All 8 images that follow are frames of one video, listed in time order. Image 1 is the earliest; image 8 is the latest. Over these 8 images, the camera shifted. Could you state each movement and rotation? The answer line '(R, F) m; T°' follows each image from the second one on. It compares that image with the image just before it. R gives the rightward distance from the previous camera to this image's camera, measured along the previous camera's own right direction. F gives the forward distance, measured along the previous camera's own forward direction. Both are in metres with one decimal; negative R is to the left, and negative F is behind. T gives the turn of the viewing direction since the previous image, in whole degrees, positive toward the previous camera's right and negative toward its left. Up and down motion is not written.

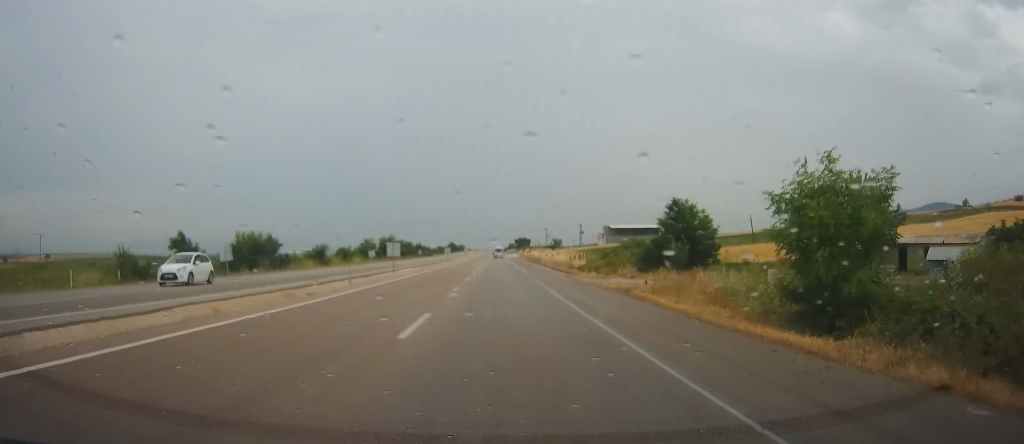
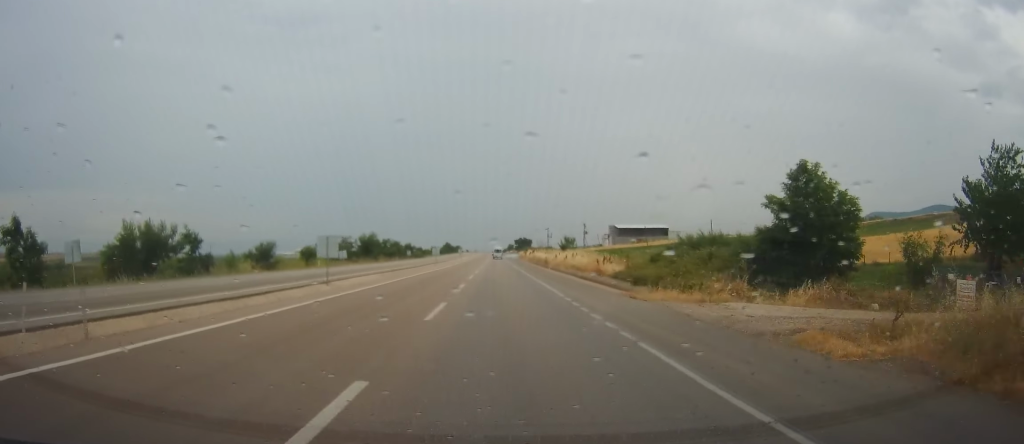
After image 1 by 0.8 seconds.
(+0.3, +20.1) m; +1°
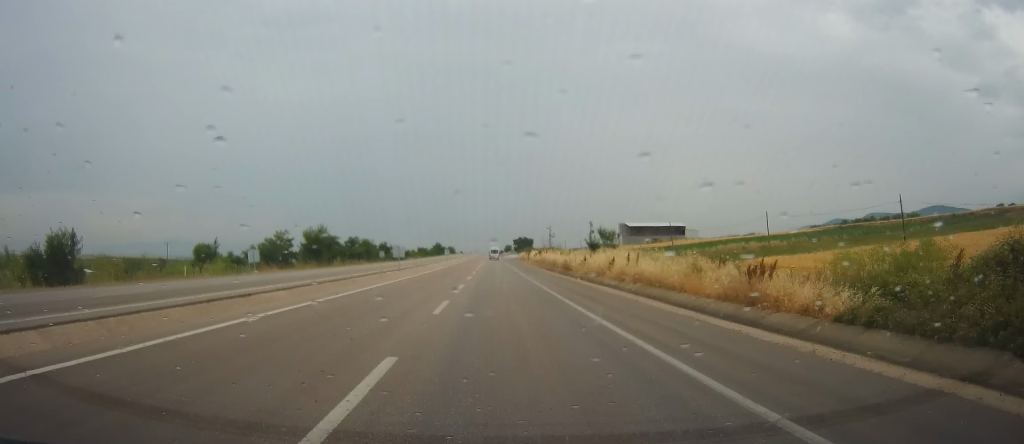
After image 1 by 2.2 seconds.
(-0.4, +33.2) m; -1°
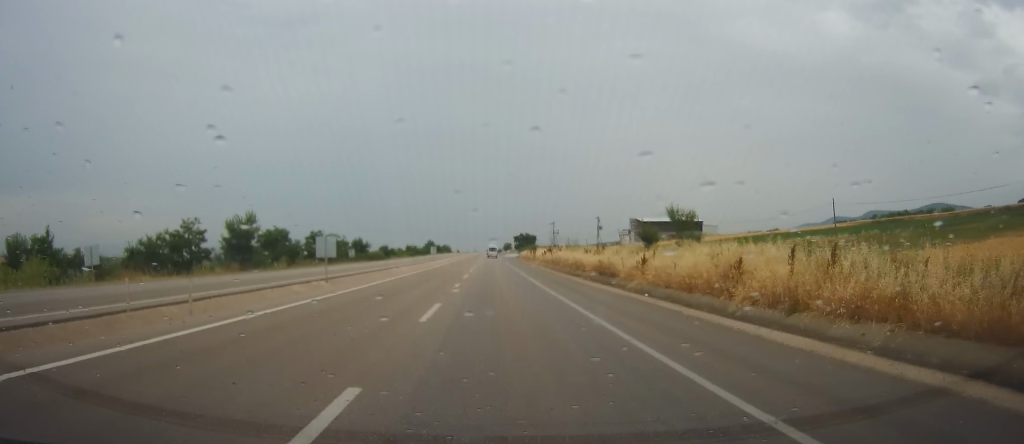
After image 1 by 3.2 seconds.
(0.0, +25.4) m; +1°
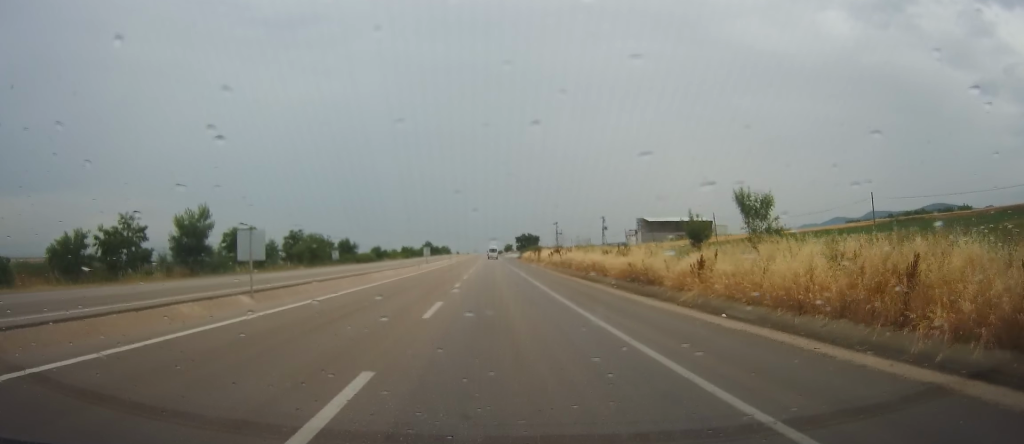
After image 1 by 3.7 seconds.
(+0.1, +10.6) m; +1°
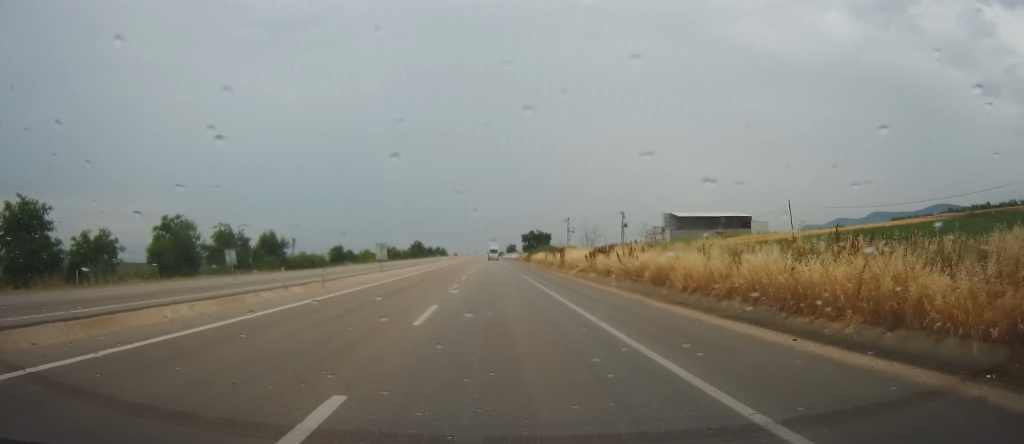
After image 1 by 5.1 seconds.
(-0.5, +35.9) m; -1°
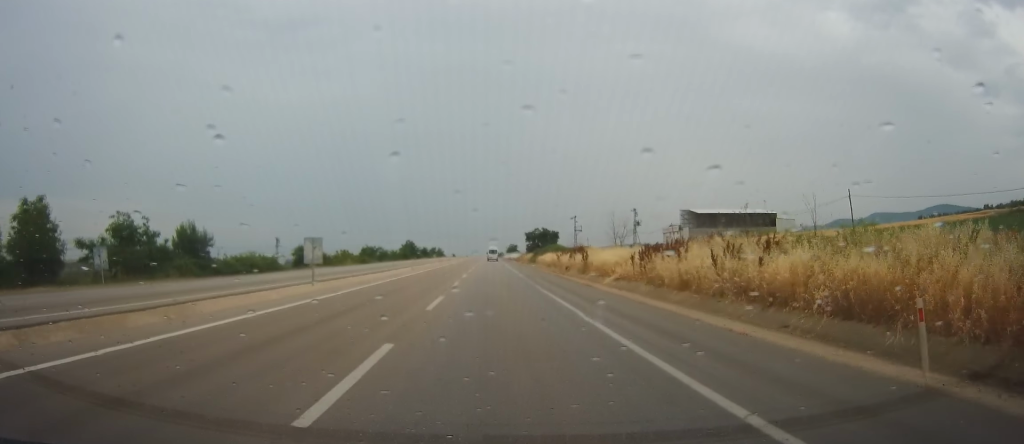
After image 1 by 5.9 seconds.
(-0.2, +19.3) m; 0°
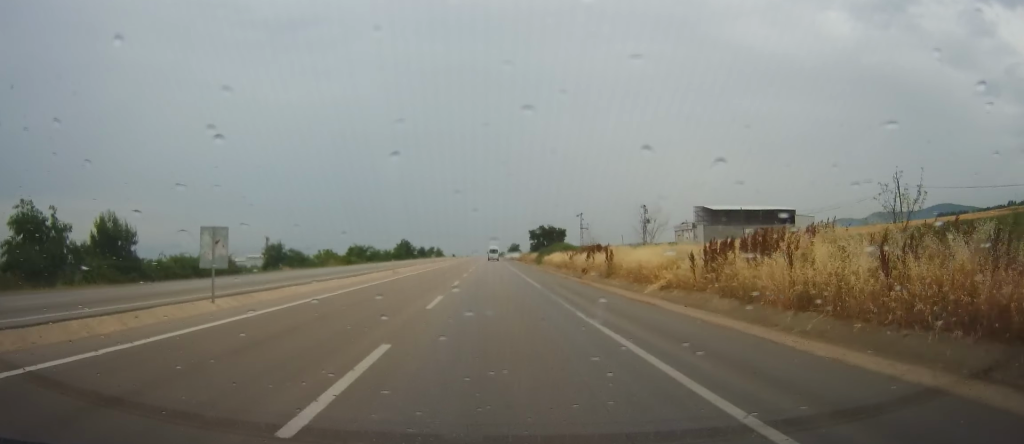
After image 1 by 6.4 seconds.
(+0.4, +11.9) m; -1°
